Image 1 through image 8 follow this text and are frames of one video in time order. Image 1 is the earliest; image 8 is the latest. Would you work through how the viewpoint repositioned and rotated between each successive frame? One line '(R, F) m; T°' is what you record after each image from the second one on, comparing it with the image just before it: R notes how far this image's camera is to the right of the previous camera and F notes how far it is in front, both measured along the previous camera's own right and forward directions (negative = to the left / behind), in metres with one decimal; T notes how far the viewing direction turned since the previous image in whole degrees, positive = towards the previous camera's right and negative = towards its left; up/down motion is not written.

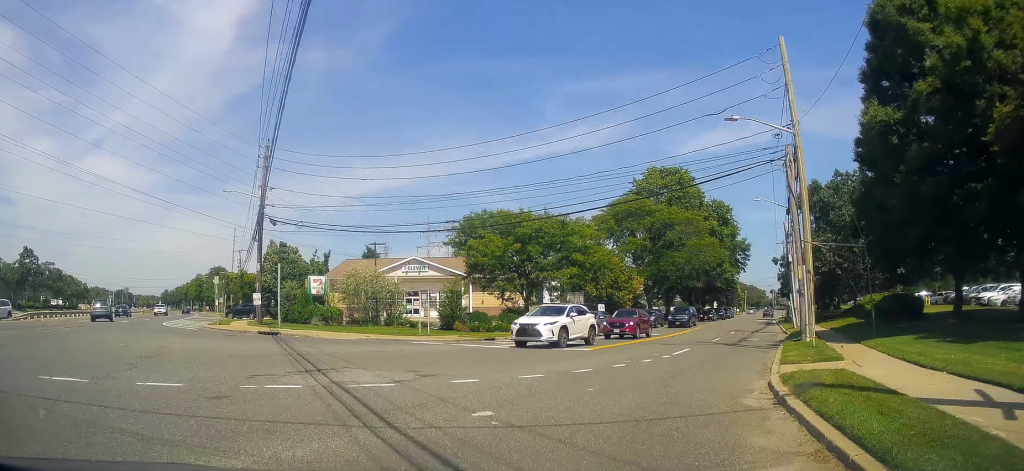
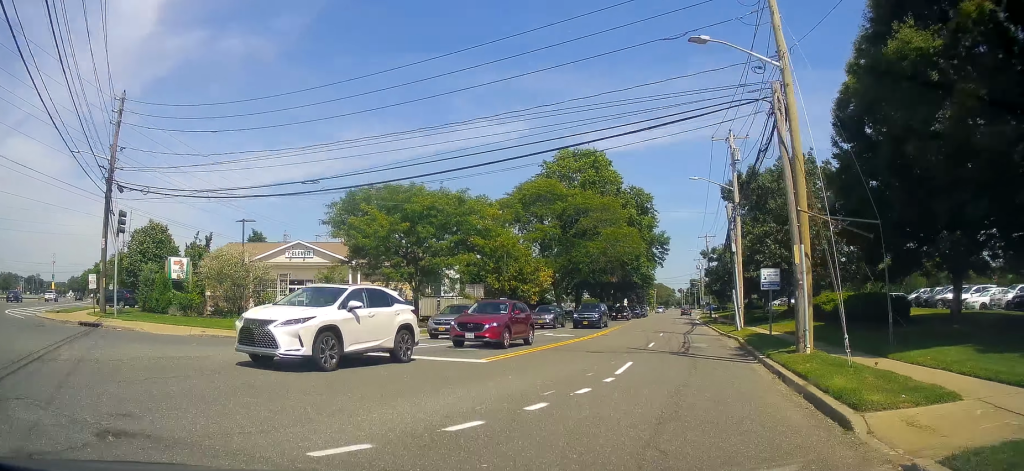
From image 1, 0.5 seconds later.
(+0.2, +6.9) m; +8°
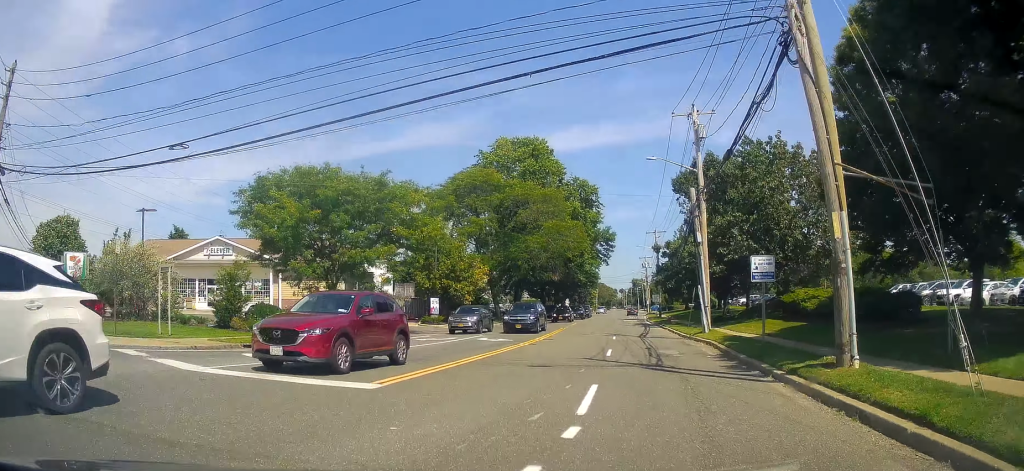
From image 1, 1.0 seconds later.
(+0.6, +5.2) m; +6°
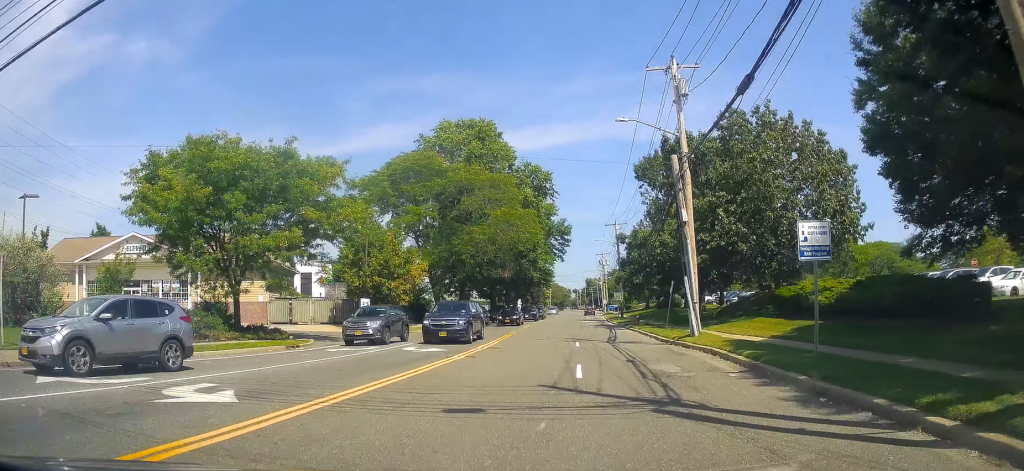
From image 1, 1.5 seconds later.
(+0.2, +6.3) m; +7°
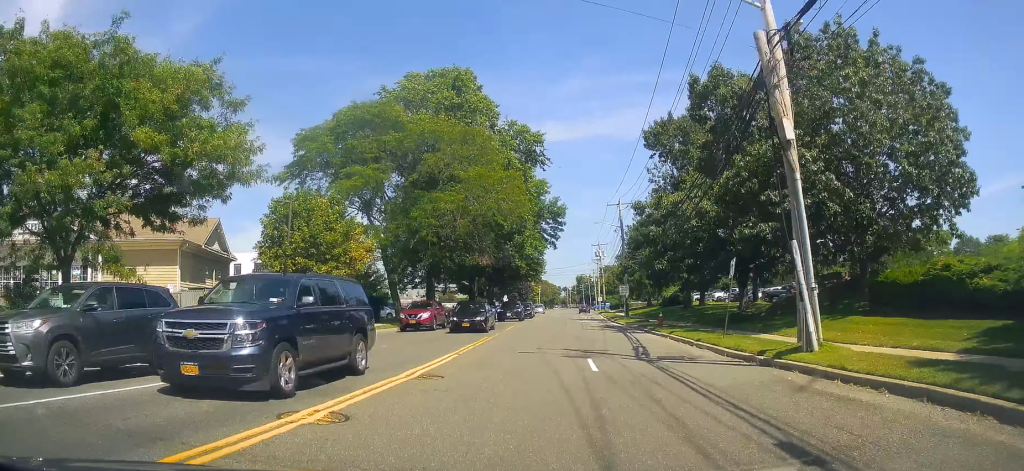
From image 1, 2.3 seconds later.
(+1.2, +10.7) m; +6°
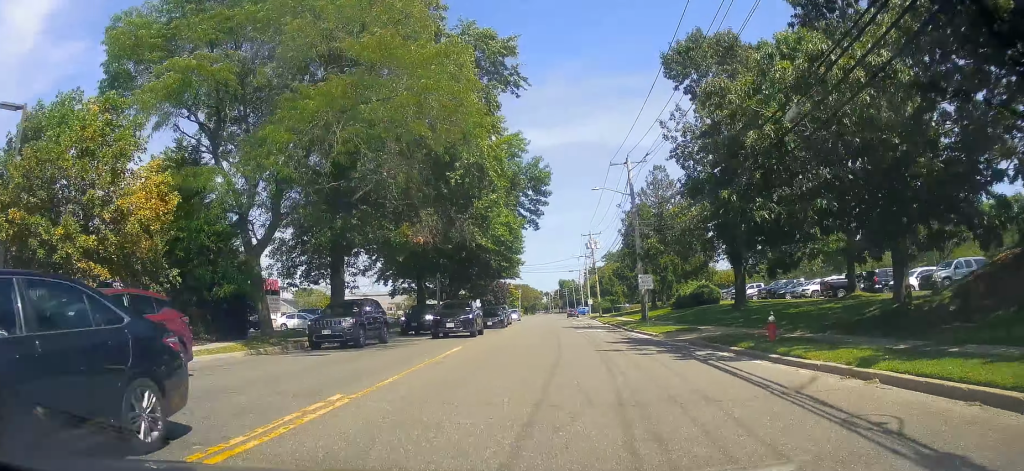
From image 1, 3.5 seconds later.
(+0.3, +15.8) m; +4°
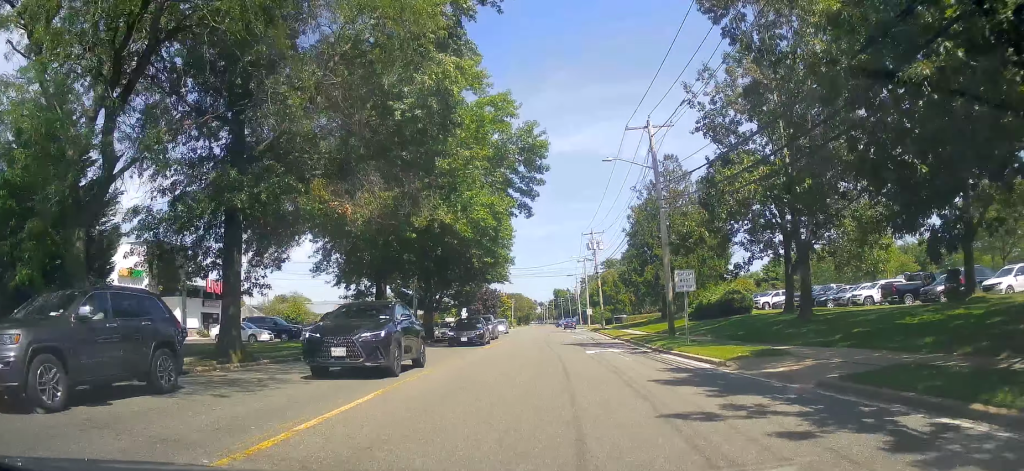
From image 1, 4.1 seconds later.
(+0.4, +9.1) m; +1°
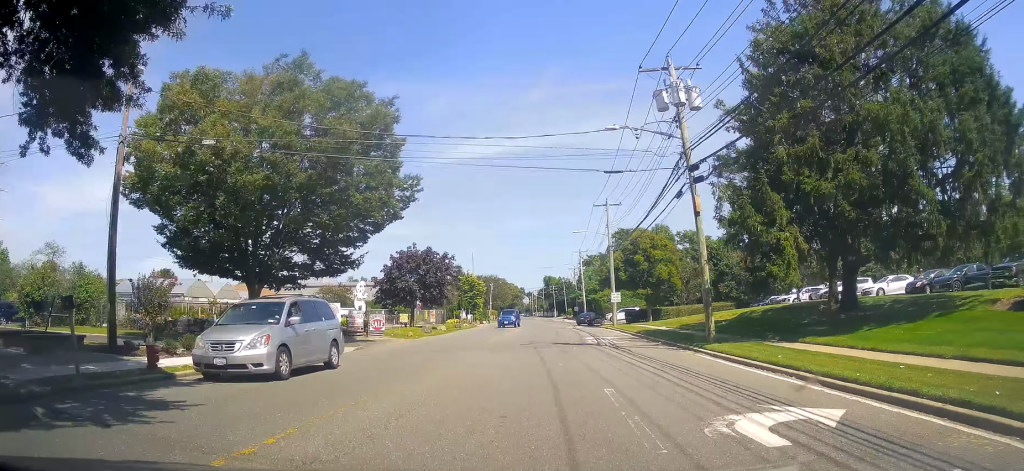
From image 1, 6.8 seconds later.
(+1.1, +41.4) m; +2°
